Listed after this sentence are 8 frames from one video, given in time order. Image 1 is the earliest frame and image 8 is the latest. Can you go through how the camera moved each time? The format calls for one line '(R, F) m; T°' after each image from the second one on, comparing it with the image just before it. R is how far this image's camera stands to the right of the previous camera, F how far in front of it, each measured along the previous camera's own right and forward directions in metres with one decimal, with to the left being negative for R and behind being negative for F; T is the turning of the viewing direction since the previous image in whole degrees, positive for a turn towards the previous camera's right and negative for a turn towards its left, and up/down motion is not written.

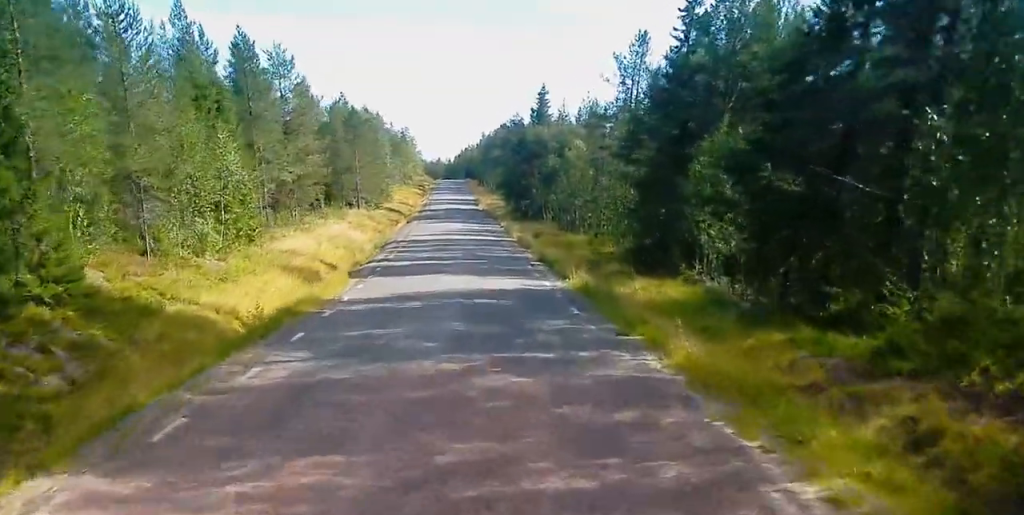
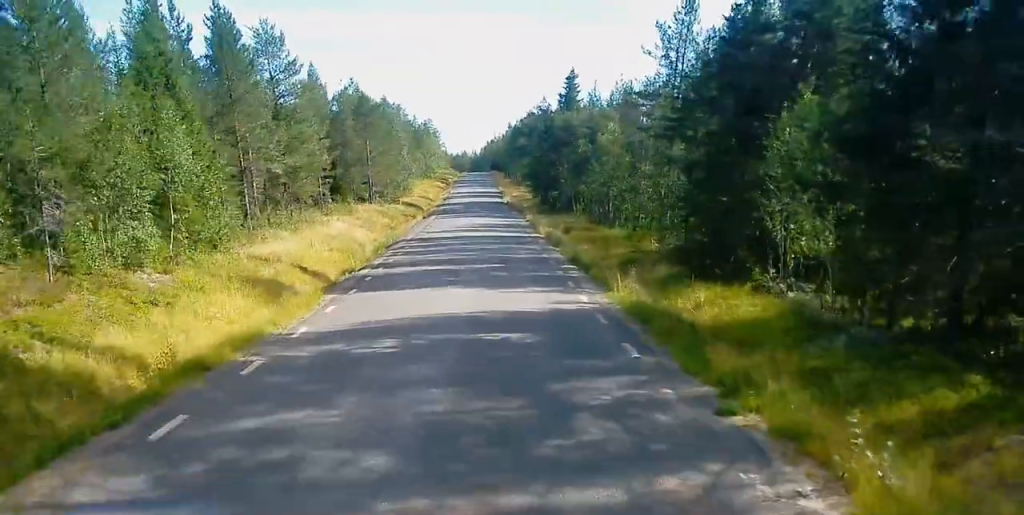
(0.0, +6.4) m; 0°
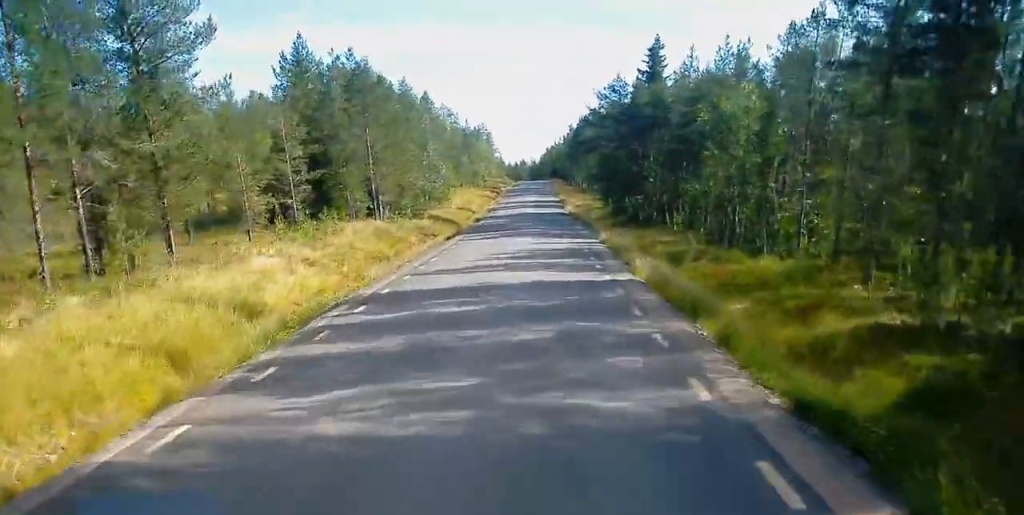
(-0.3, +21.5) m; -1°
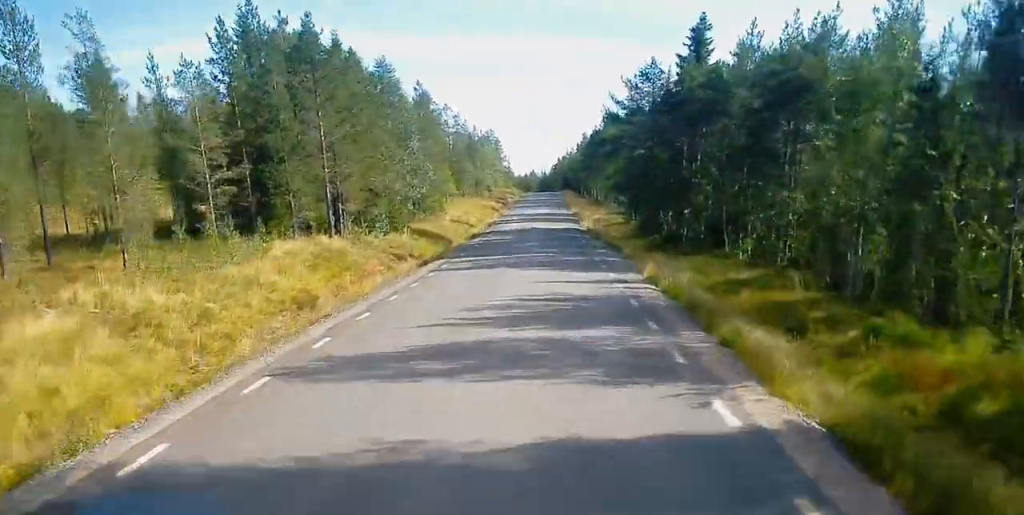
(0.0, +12.8) m; 0°
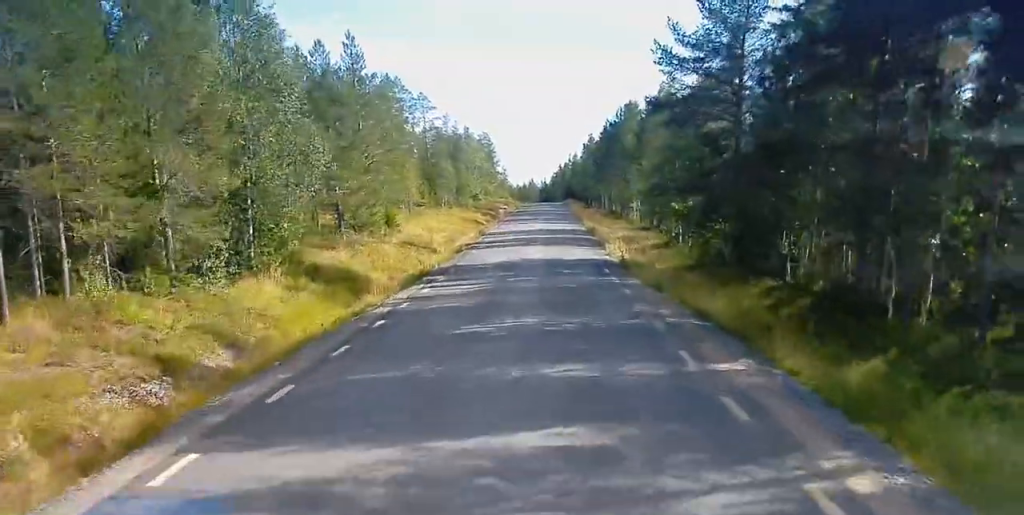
(0.0, +23.6) m; 0°
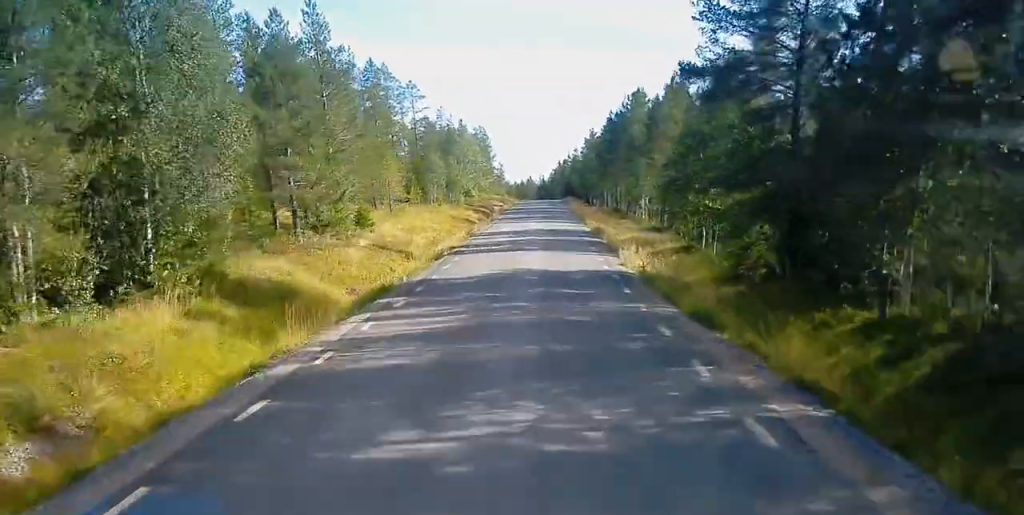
(0.0, +7.1) m; 0°
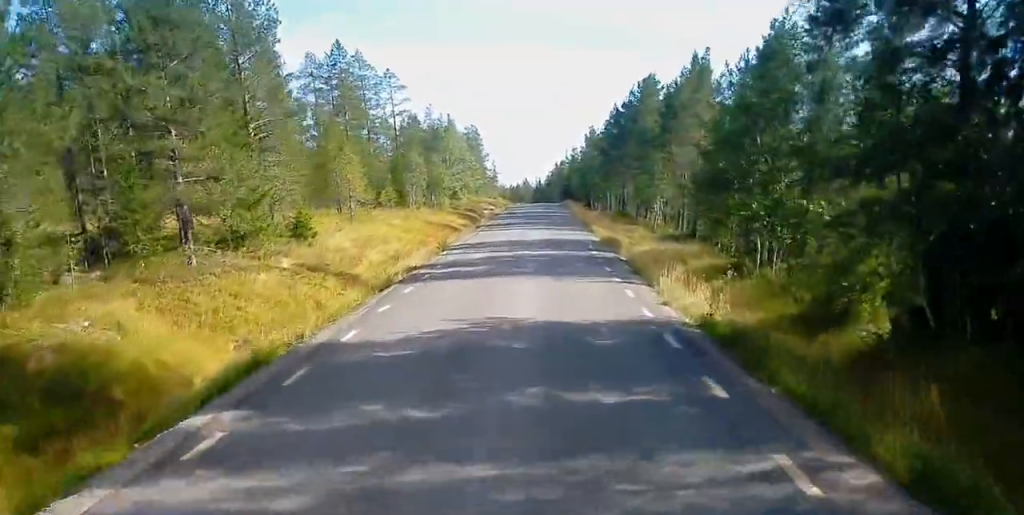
(0.0, +10.3) m; 0°
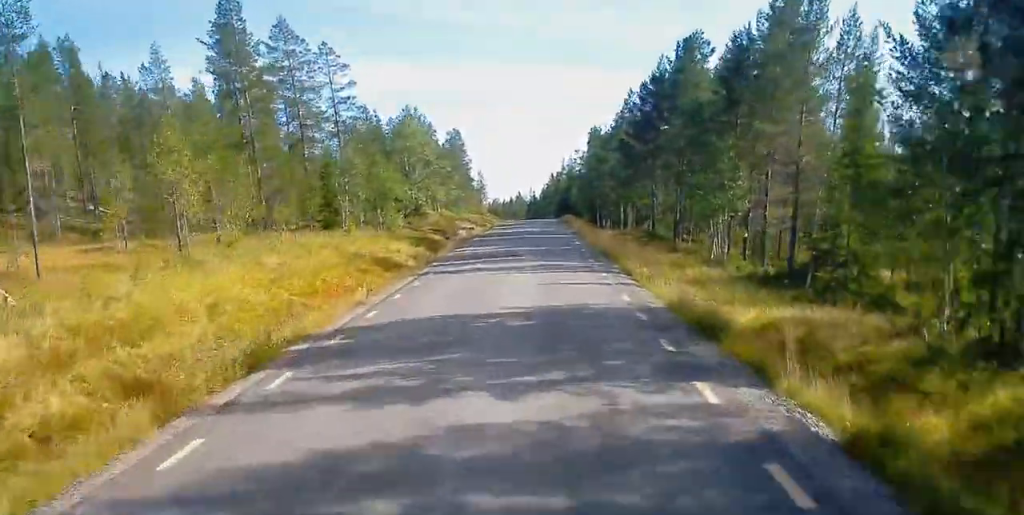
(0.0, +20.8) m; 0°
